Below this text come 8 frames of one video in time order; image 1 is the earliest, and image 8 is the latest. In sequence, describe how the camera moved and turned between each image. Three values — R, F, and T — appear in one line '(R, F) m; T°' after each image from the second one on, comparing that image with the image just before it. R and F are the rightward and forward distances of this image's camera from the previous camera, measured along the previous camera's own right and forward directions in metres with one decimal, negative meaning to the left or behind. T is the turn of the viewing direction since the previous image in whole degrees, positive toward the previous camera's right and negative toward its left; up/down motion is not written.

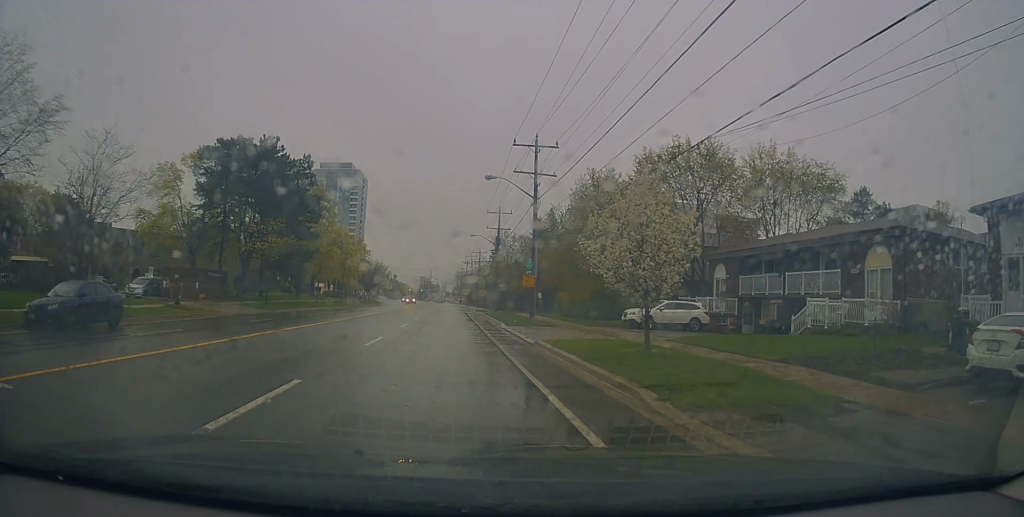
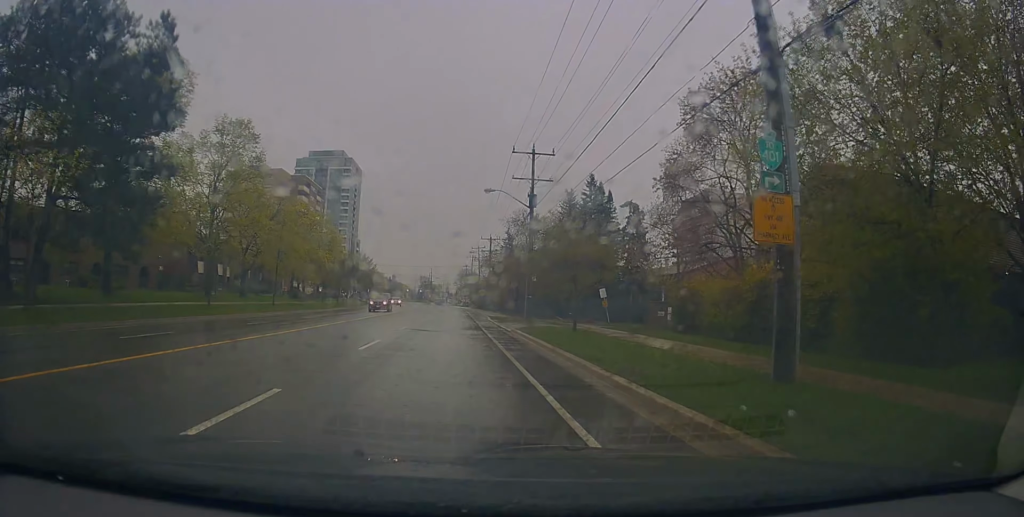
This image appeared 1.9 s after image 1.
(-0.1, +27.8) m; -1°
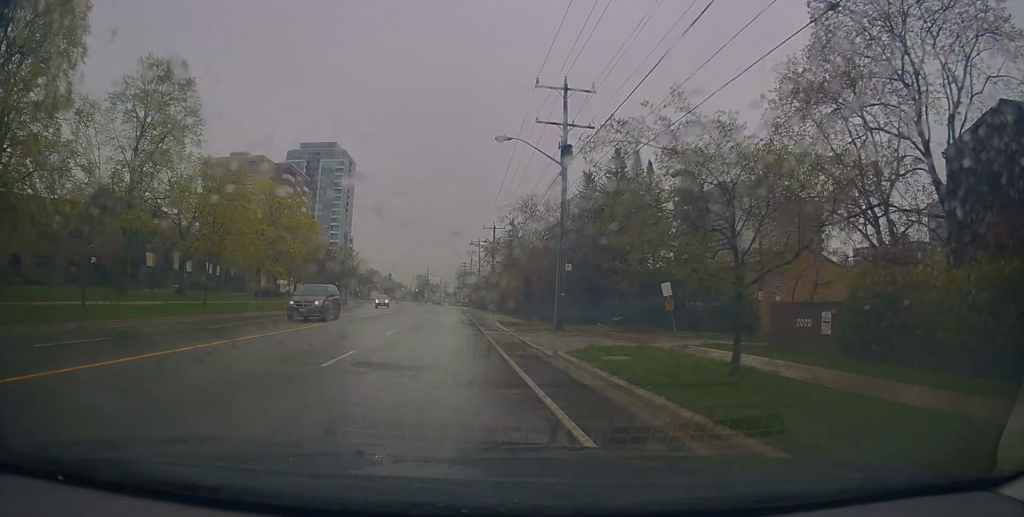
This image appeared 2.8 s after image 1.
(+0.1, +12.2) m; 0°
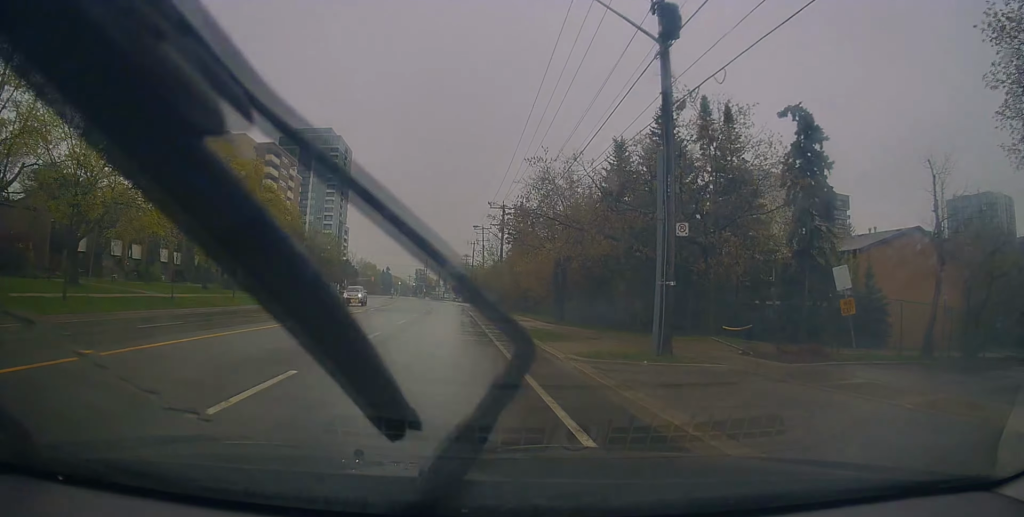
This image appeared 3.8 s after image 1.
(-0.1, +13.8) m; +1°
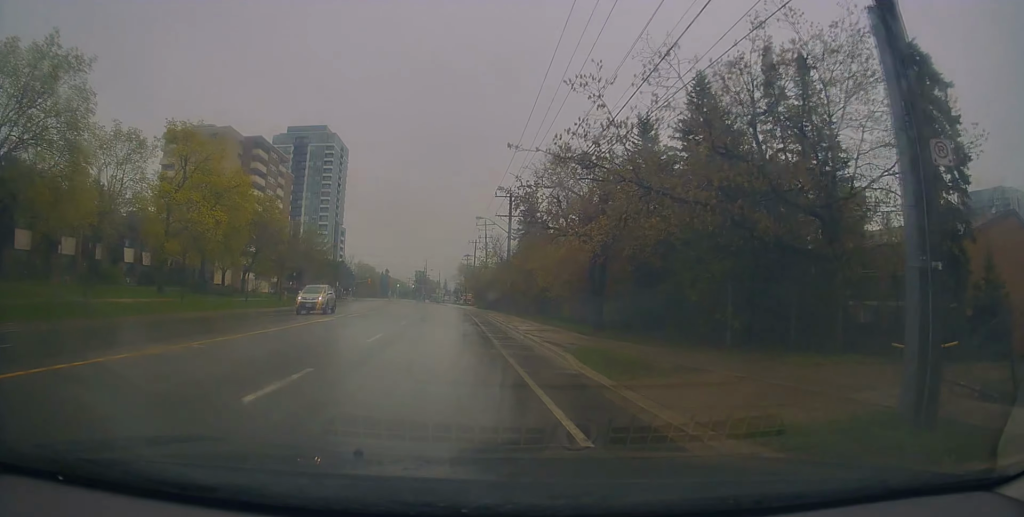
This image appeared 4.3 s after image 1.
(-0.1, +8.1) m; +1°
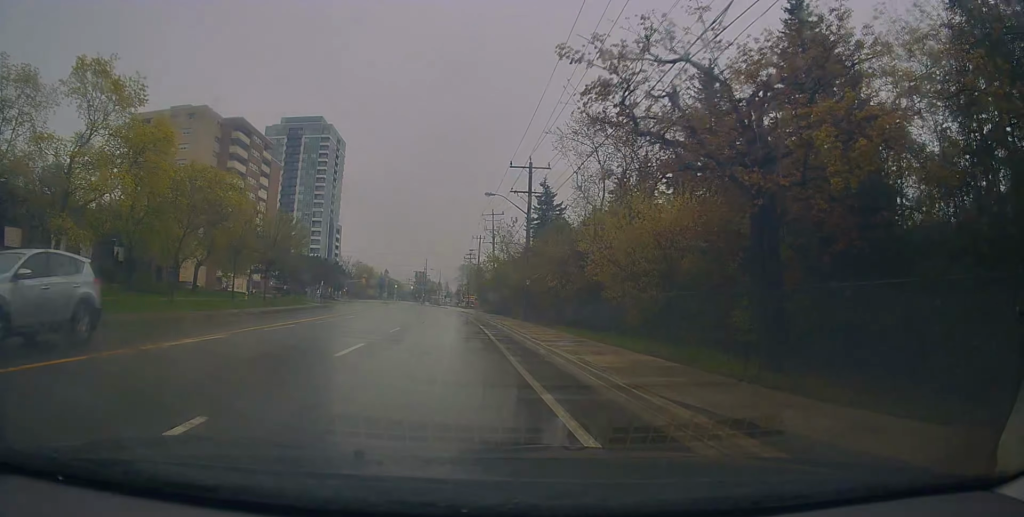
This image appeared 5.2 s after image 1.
(+0.7, +12.4) m; 0°
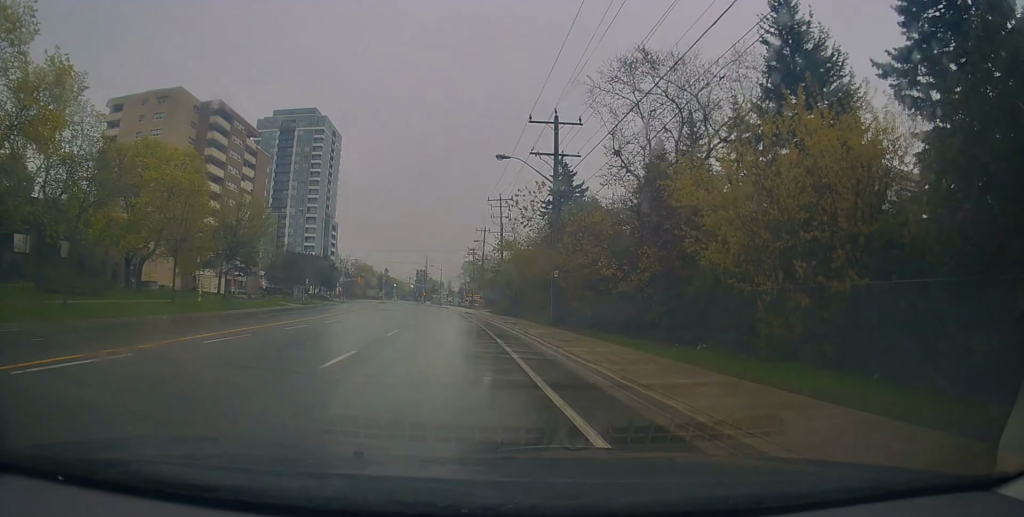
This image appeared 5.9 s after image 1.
(-0.6, +10.6) m; -3°
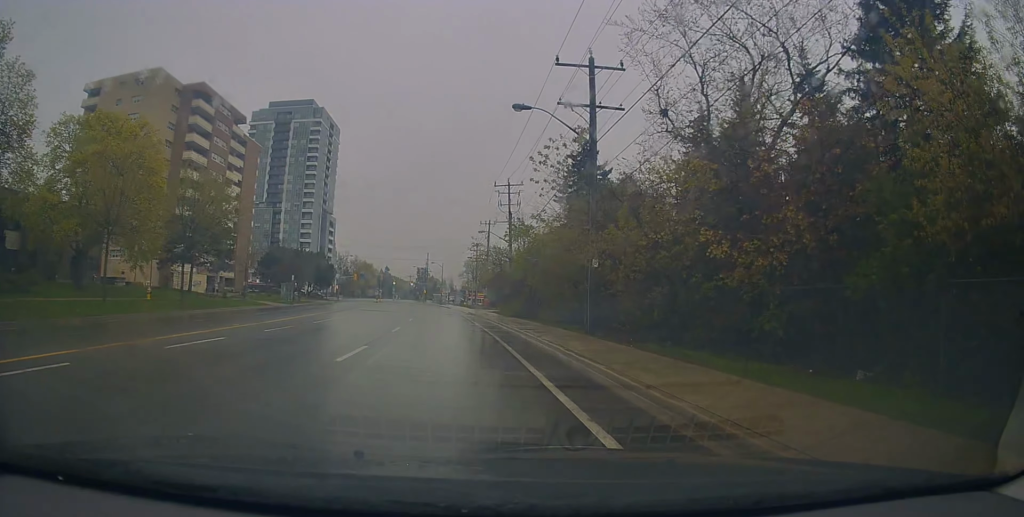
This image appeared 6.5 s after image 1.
(-0.1, +8.0) m; 0°
